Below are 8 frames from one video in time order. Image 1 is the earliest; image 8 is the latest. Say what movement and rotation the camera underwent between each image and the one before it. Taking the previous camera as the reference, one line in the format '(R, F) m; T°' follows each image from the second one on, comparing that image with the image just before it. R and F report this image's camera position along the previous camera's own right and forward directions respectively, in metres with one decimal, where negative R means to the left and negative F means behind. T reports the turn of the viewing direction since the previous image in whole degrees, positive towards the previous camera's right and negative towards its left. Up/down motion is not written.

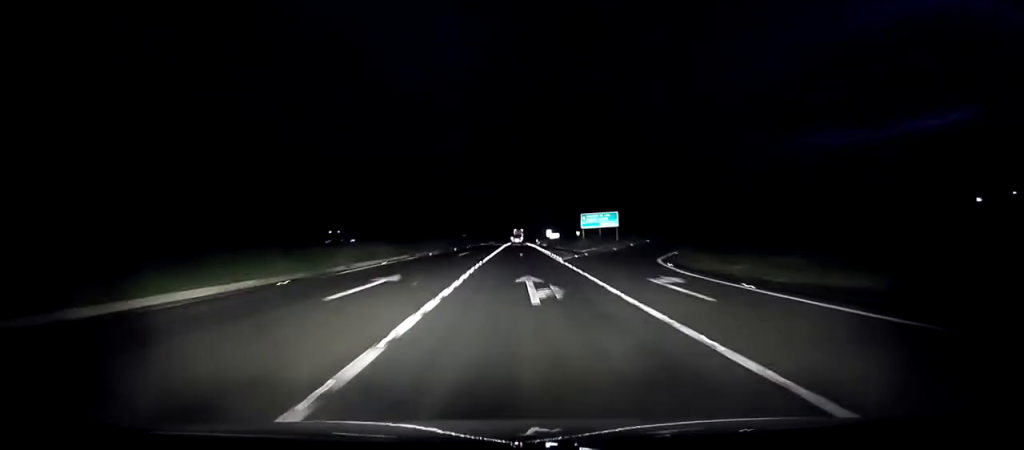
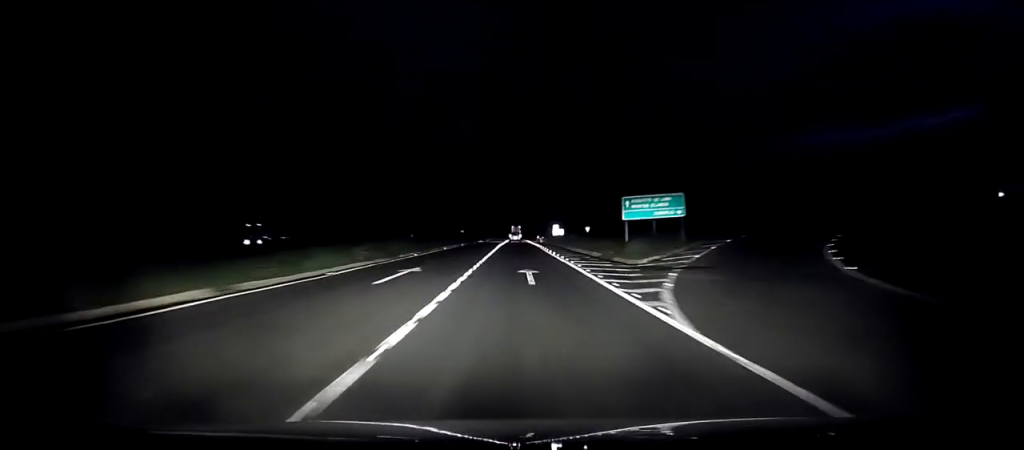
(0.0, +24.5) m; 0°
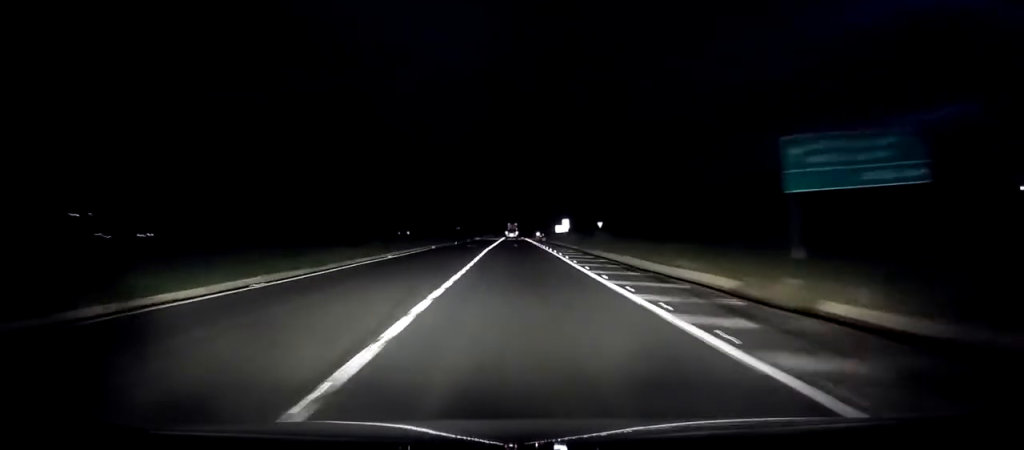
(+0.1, +23.7) m; 0°
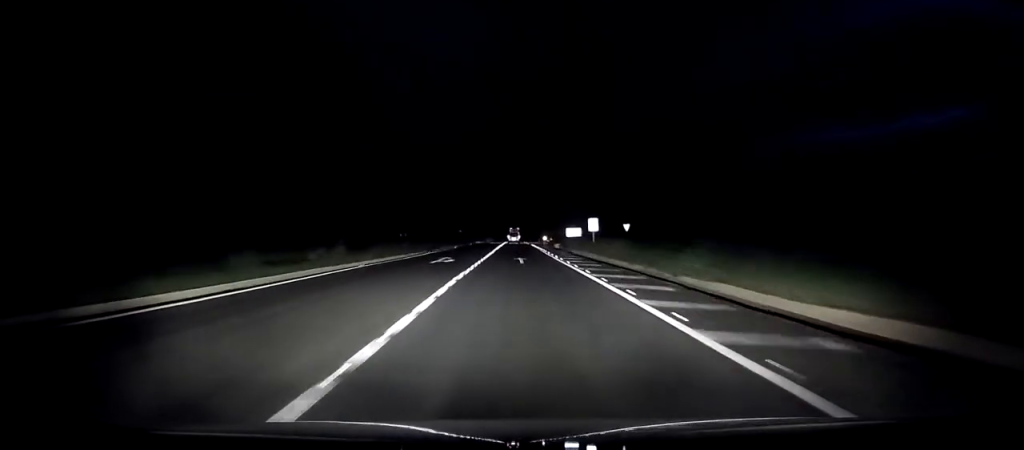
(0.0, +23.8) m; 0°
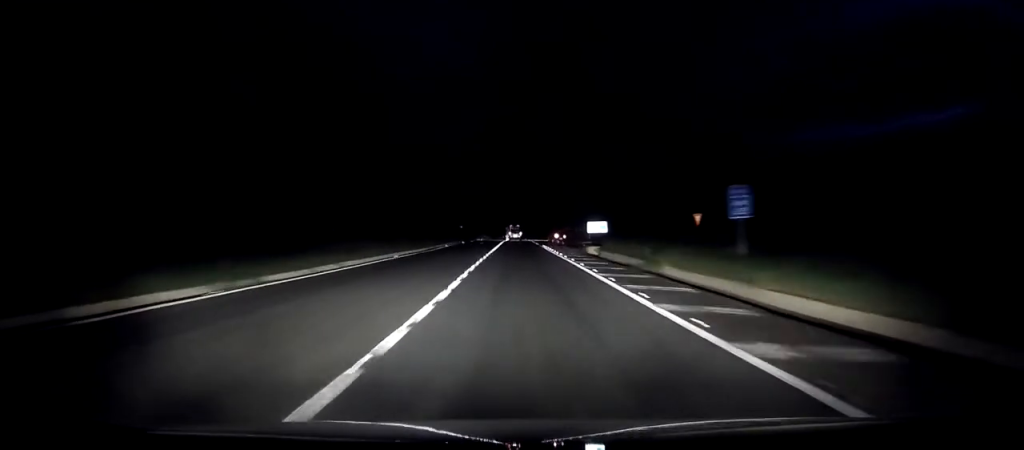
(0.0, +33.1) m; 0°
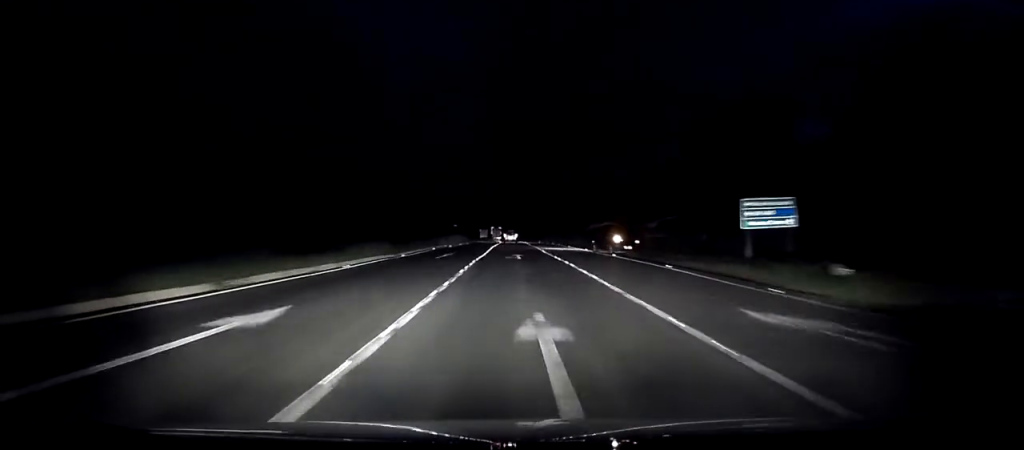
(+0.3, +62.9) m; +1°
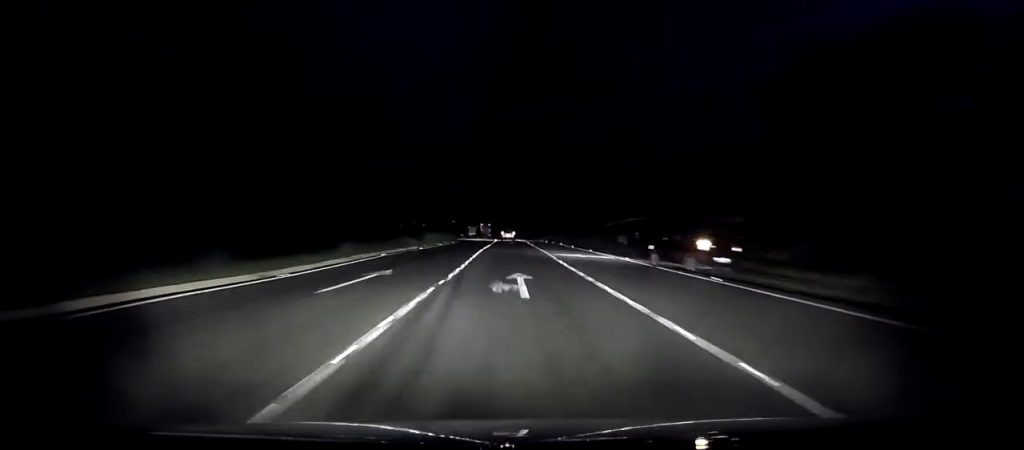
(0.0, +18.5) m; 0°
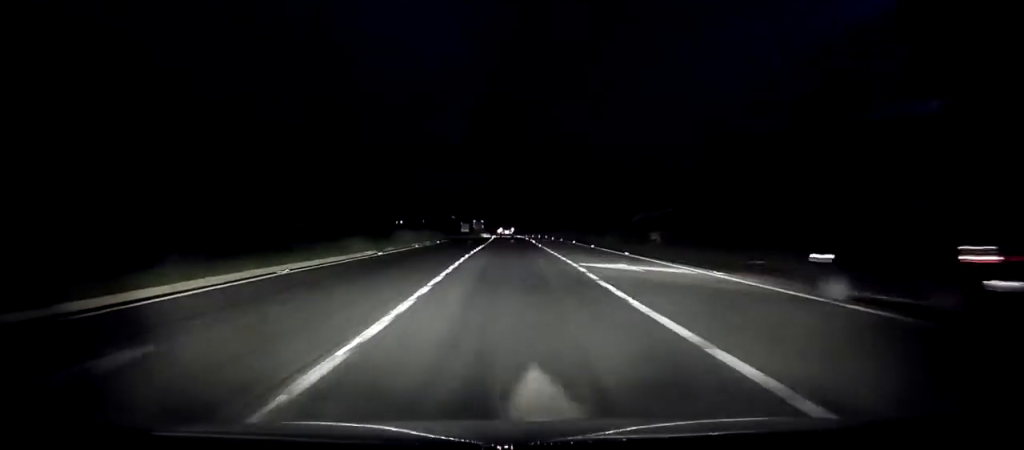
(0.0, +13.8) m; 0°
